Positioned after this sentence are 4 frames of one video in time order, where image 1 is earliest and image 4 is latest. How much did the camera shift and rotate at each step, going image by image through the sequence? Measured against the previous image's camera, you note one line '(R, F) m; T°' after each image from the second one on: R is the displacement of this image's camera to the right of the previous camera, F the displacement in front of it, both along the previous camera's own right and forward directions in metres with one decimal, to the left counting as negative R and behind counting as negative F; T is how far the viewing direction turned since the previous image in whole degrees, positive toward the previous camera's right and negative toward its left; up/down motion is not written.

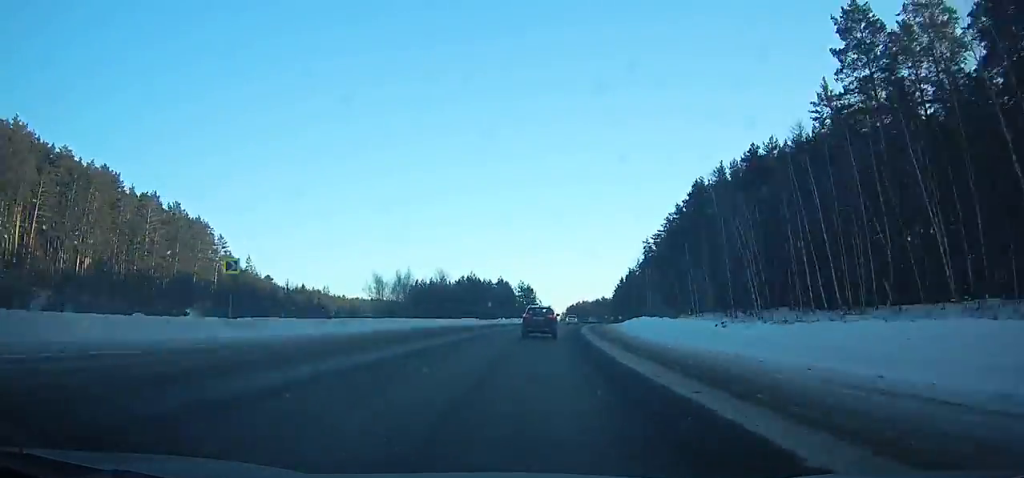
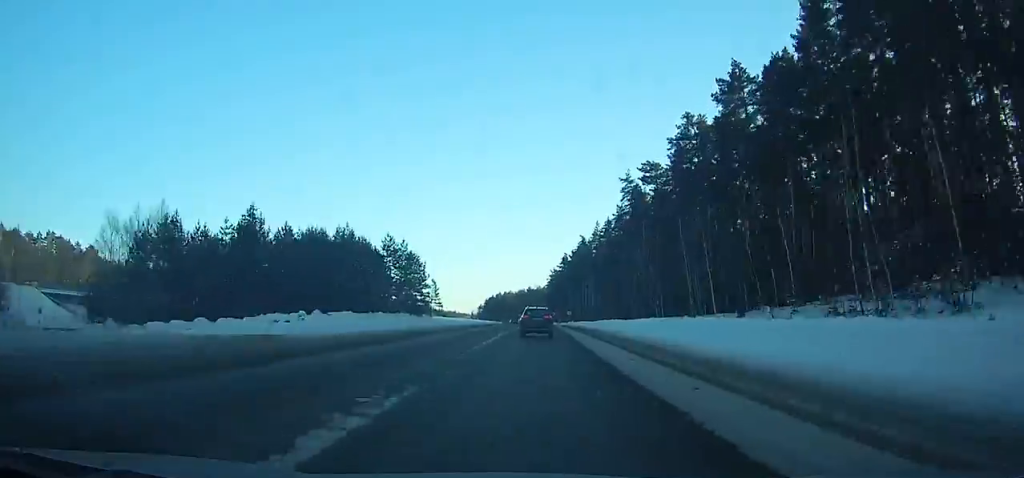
(+5.1, +84.9) m; +5°
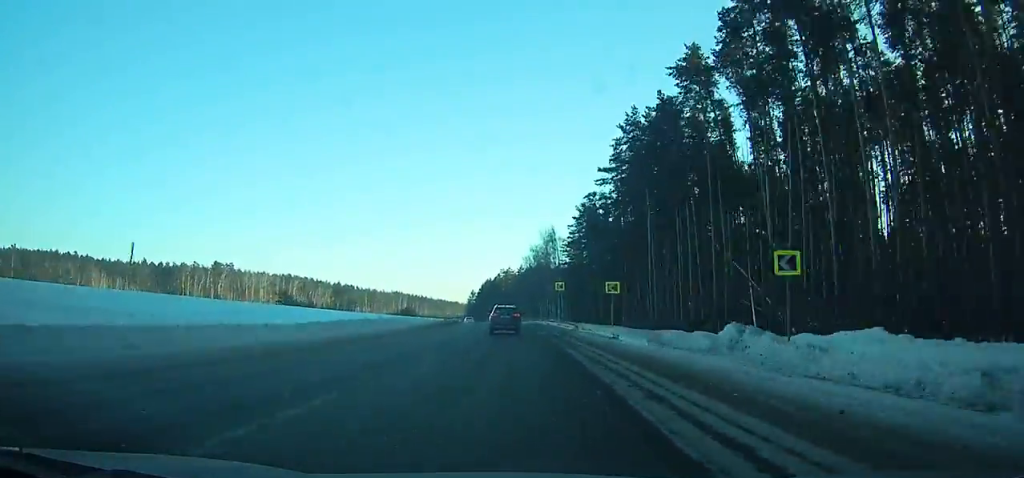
(+2.2, +119.8) m; -1°
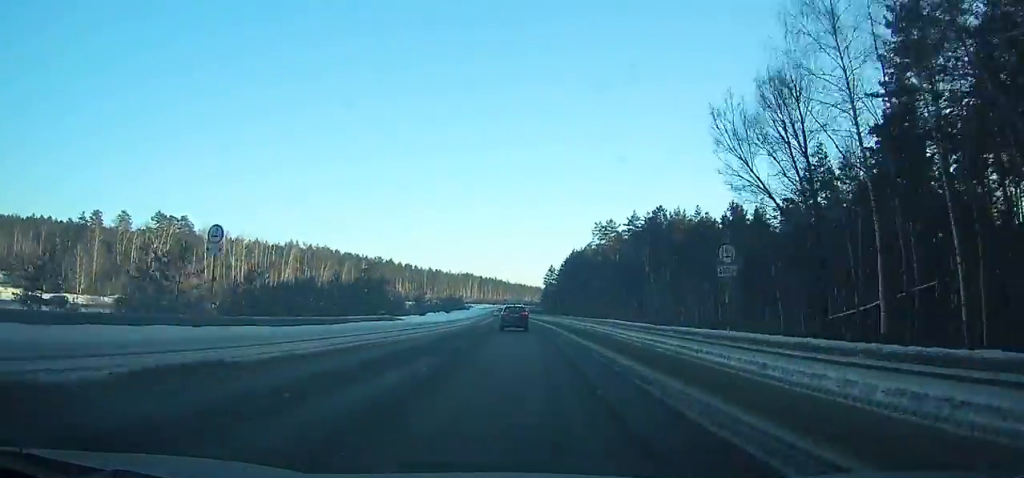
(-6.7, +100.9) m; -7°
